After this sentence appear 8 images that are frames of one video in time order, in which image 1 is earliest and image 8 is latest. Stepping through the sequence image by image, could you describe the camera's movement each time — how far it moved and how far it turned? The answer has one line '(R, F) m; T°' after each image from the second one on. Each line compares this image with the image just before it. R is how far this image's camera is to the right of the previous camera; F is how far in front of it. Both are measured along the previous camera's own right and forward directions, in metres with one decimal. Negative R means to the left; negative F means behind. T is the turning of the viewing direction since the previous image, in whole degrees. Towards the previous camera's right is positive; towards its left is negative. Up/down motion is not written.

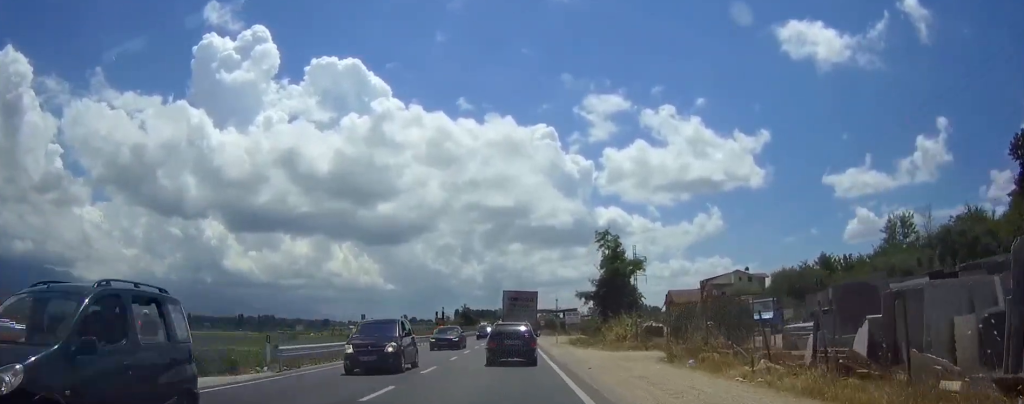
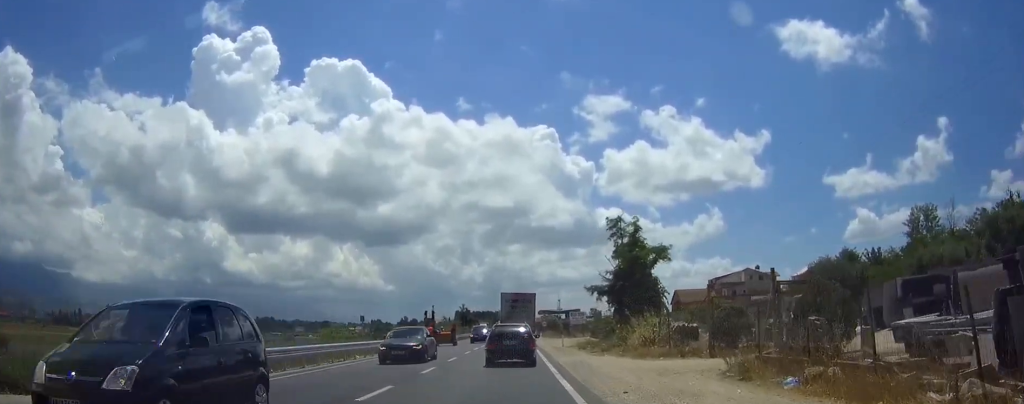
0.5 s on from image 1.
(0.0, +7.2) m; 0°
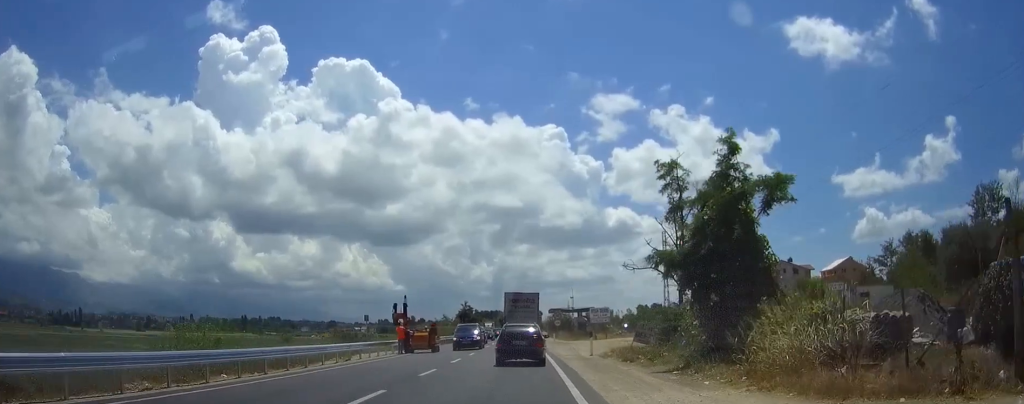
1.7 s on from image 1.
(0.0, +16.1) m; 0°
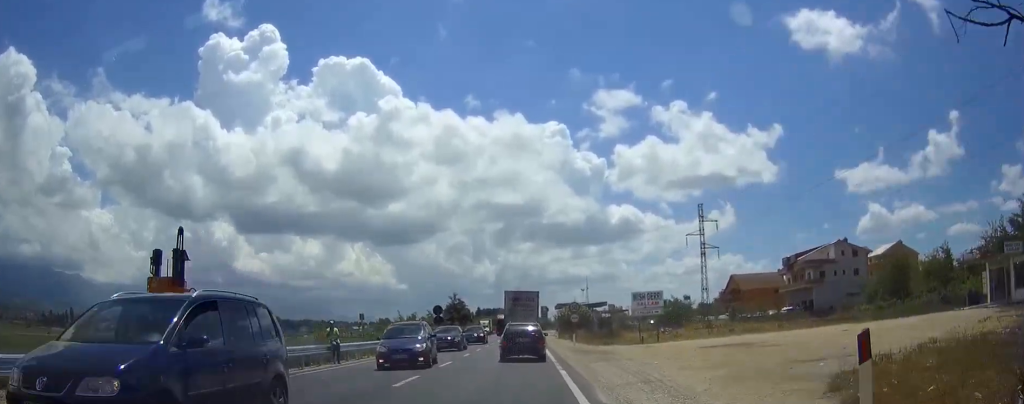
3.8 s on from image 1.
(-0.1, +26.4) m; 0°
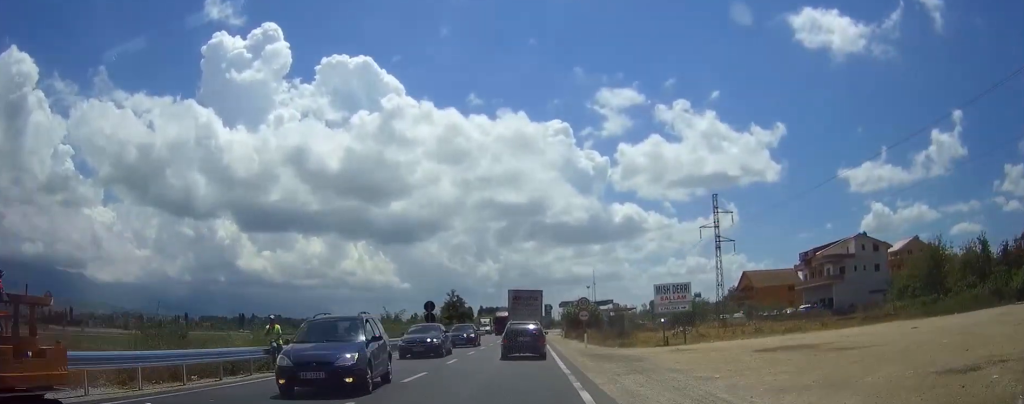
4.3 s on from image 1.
(0.0, +6.9) m; 0°
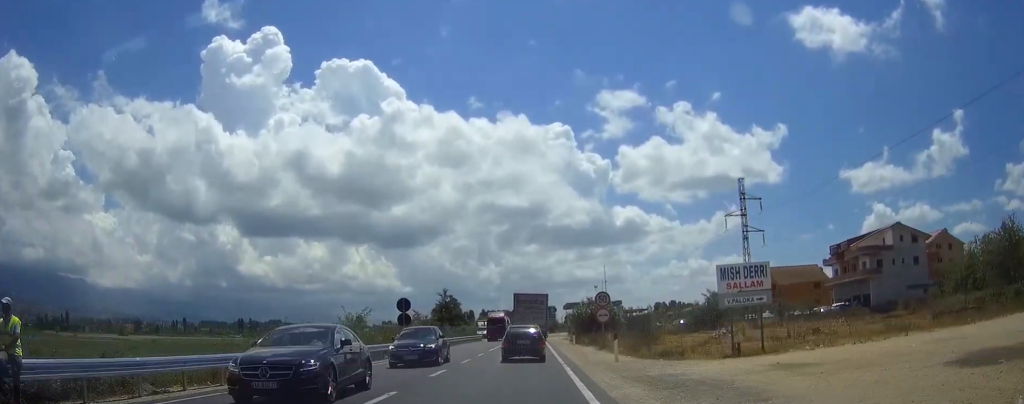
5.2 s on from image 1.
(0.0, +12.2) m; 0°
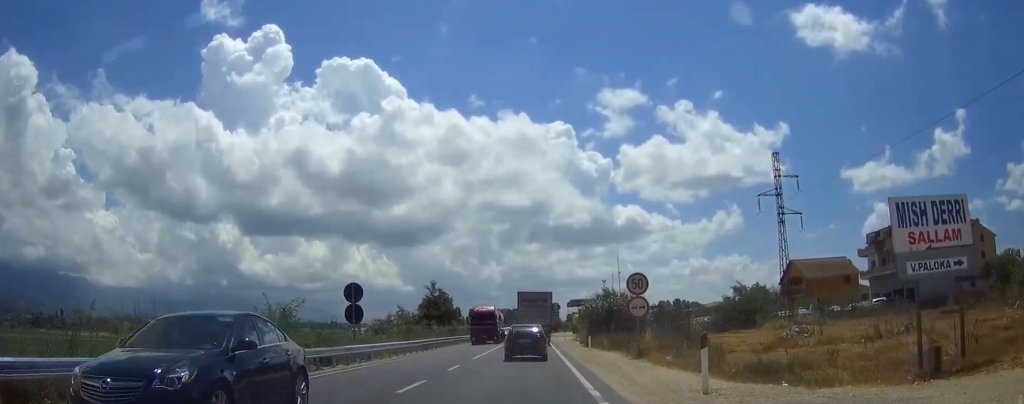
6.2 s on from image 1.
(0.0, +12.6) m; 0°
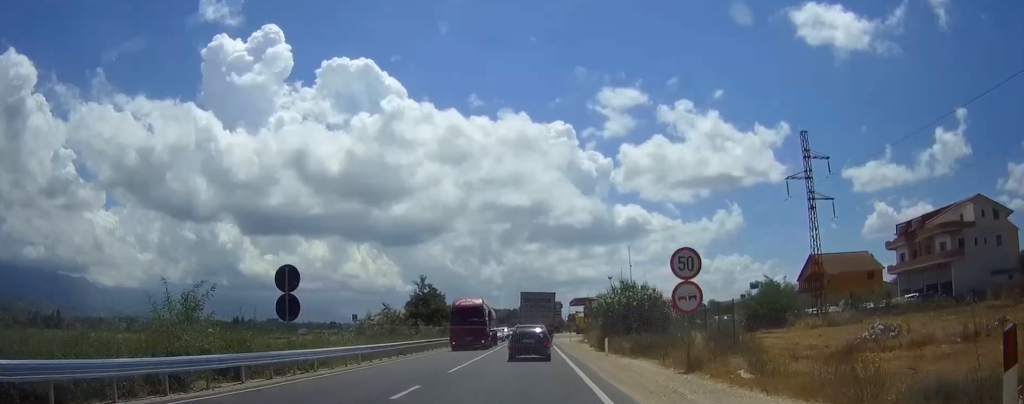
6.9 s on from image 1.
(0.0, +8.6) m; 0°
